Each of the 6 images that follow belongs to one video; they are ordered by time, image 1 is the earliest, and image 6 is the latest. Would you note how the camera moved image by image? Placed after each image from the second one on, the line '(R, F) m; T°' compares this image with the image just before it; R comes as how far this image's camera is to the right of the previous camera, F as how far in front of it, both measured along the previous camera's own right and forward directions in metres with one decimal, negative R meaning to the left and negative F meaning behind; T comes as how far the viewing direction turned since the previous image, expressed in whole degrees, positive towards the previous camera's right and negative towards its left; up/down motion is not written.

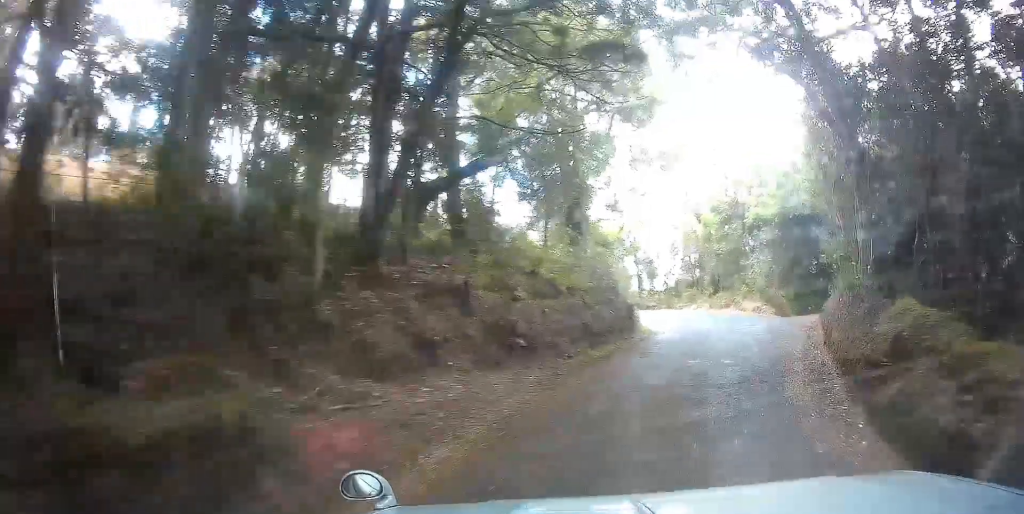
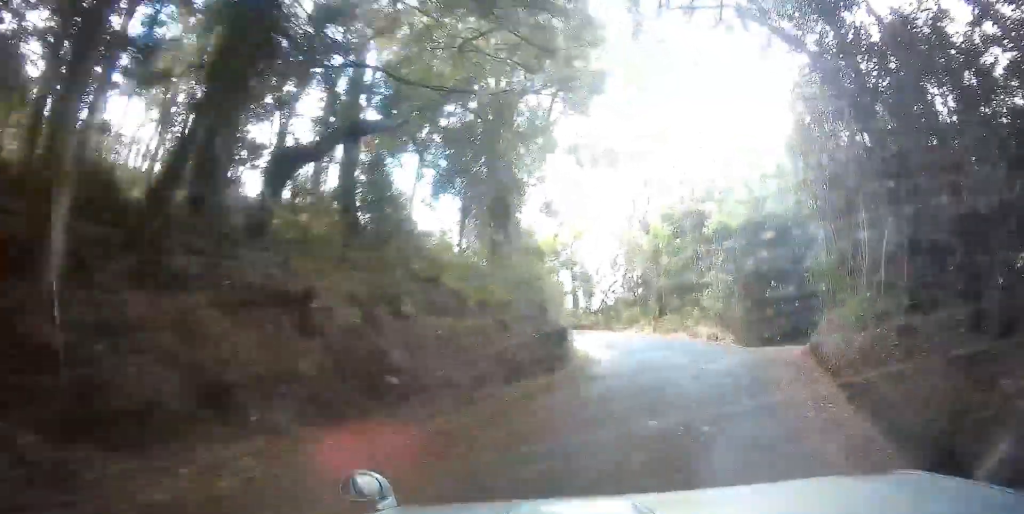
(+0.6, +2.7) m; +7°
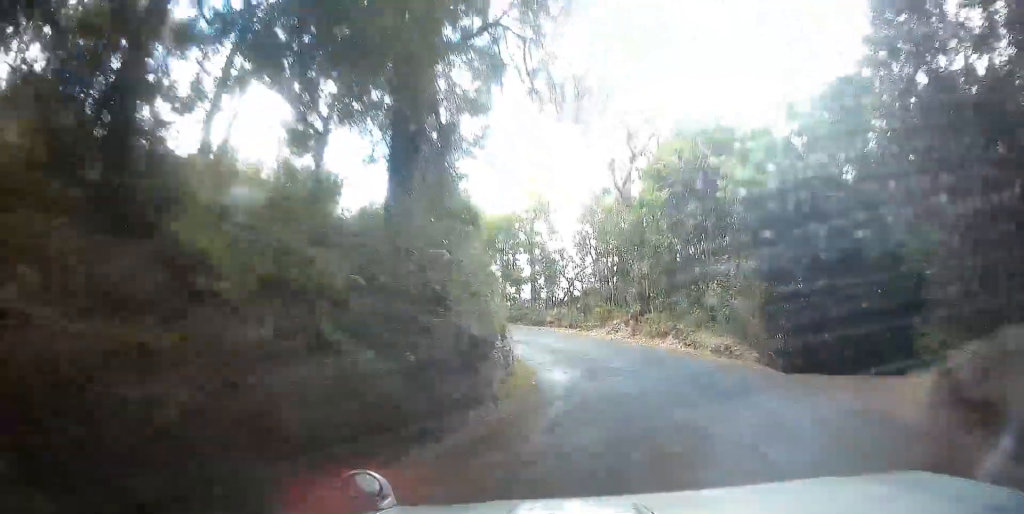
(+0.3, +5.0) m; +7°
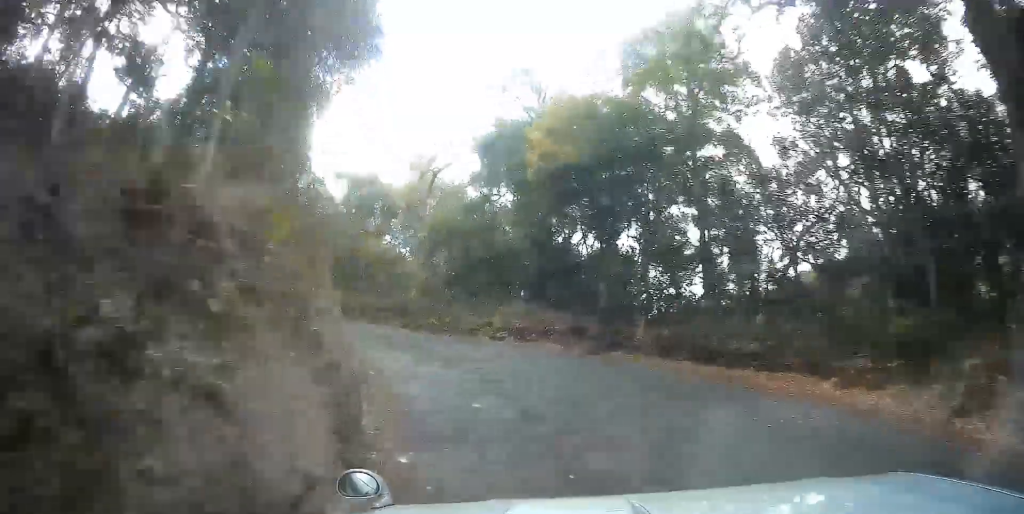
(-0.4, +17.4) m; -13°
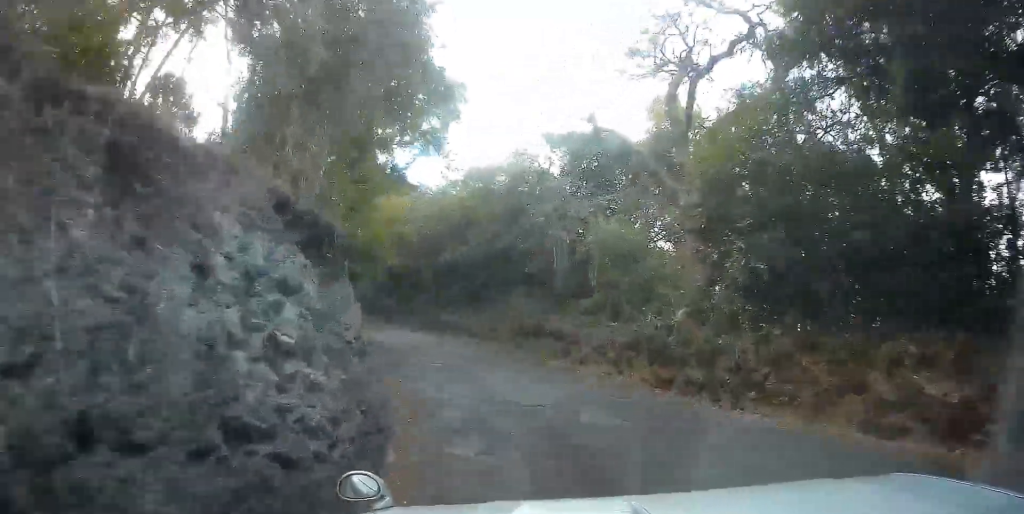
(-2.2, +11.8) m; -23°
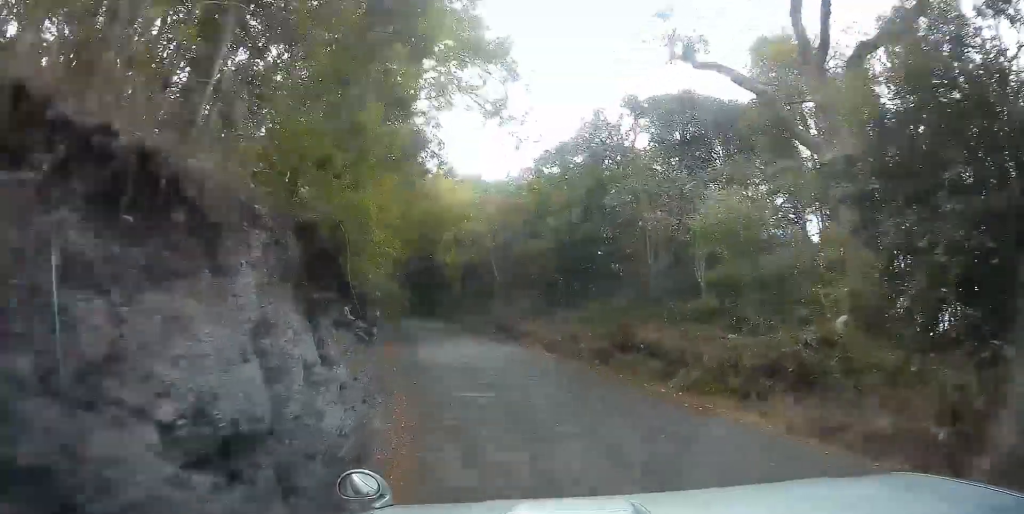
(-0.6, +4.3) m; -4°
